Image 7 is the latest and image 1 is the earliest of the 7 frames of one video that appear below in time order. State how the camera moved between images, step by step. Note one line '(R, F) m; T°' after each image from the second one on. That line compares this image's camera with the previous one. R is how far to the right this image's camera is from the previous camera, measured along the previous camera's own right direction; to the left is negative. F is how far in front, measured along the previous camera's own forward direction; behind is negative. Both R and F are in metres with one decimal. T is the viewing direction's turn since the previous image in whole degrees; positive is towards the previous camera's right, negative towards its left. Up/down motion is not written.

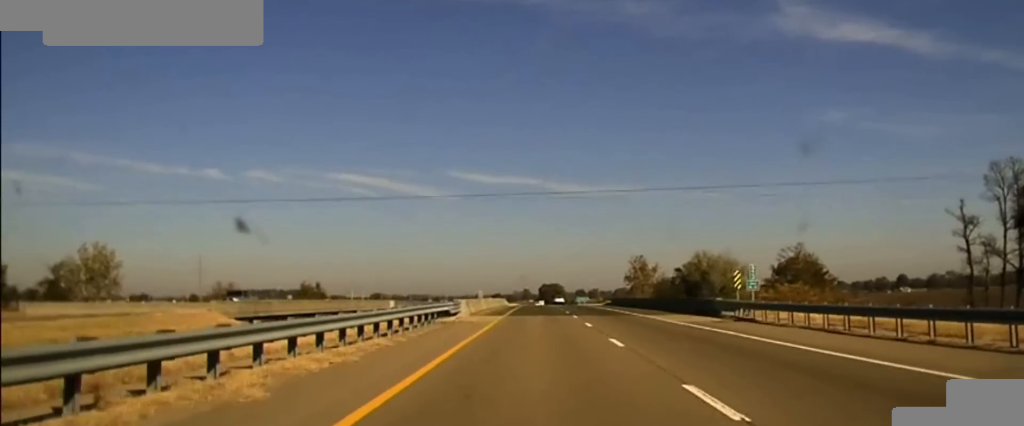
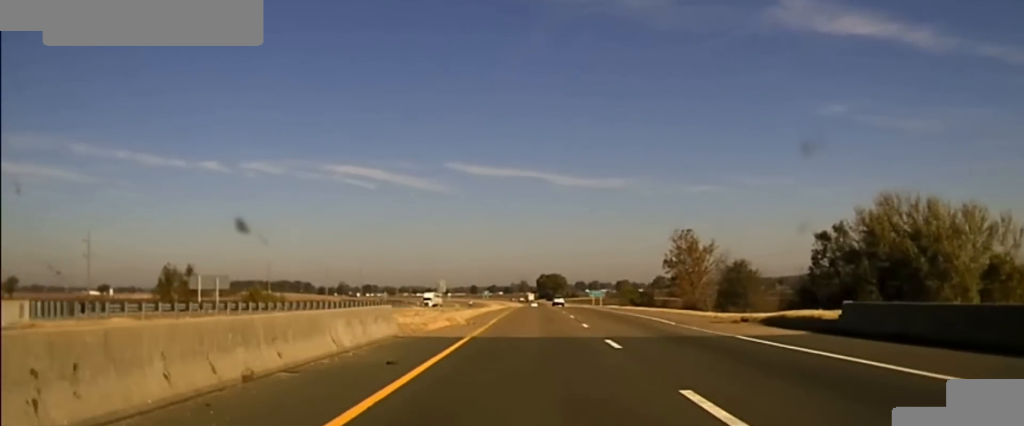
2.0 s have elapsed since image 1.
(0.0, +81.6) m; 0°
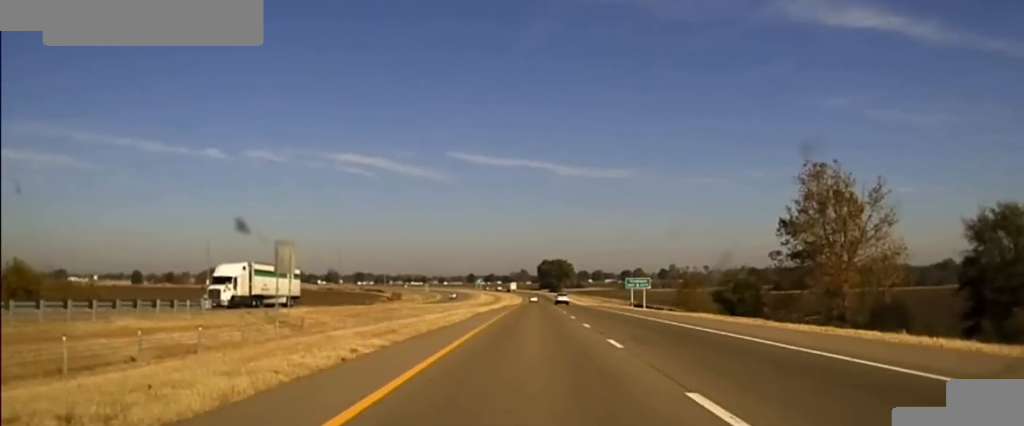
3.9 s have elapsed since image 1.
(0.0, +81.6) m; 0°
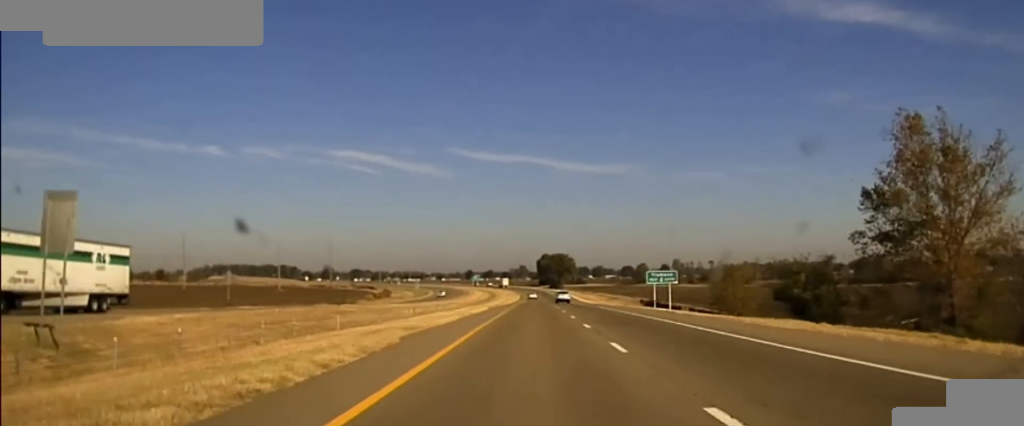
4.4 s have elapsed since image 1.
(-0.1, +25.8) m; 0°
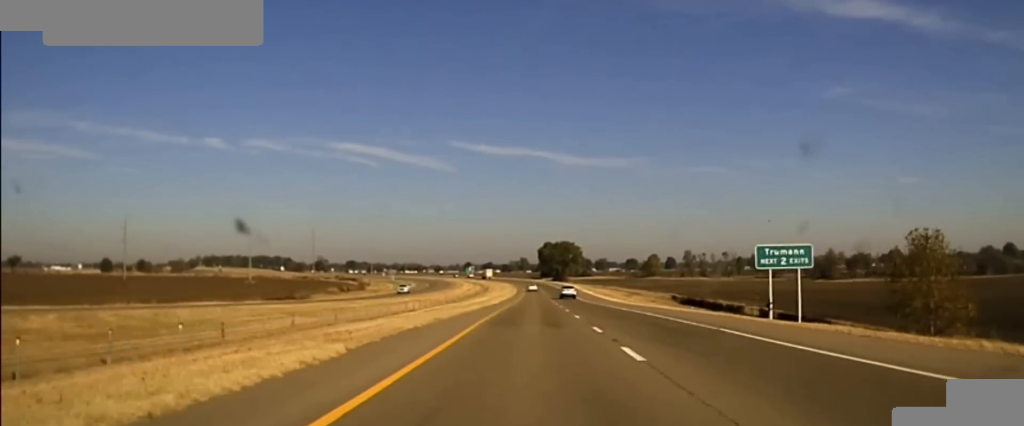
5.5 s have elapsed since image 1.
(+0.4, +47.9) m; 0°
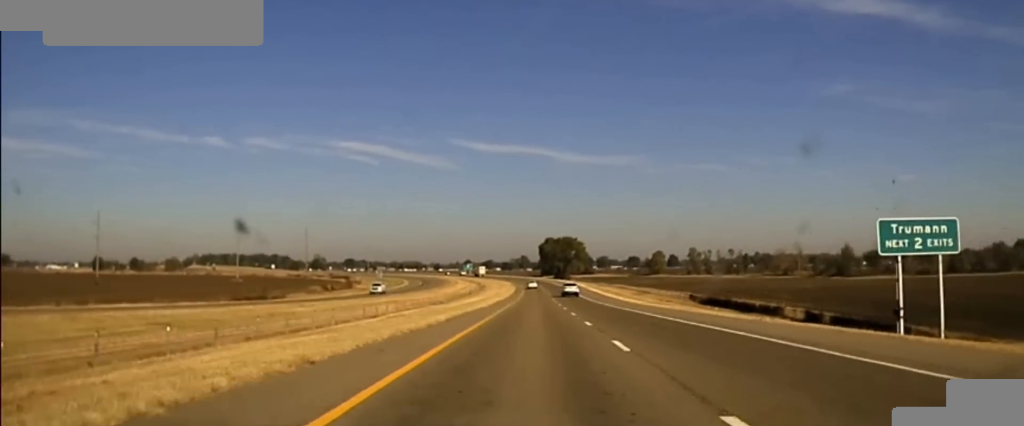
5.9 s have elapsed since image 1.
(-0.1, +18.6) m; 0°
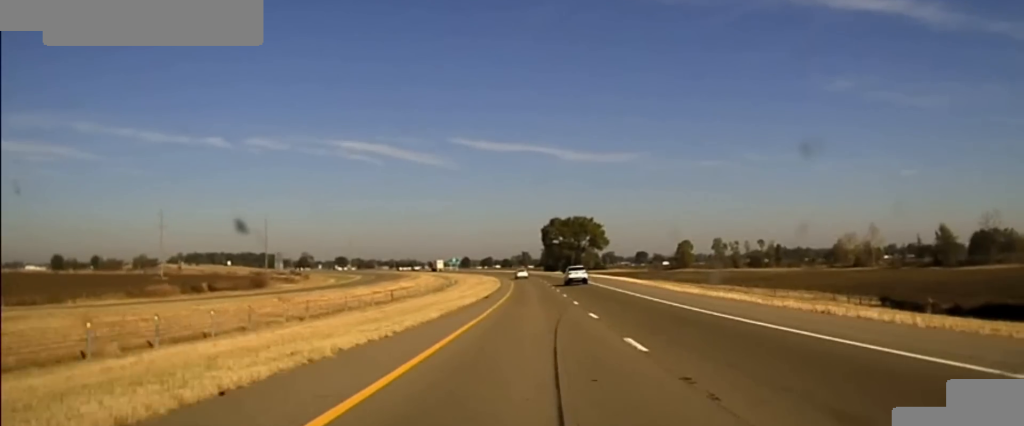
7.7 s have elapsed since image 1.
(-0.4, +83.6) m; 0°
